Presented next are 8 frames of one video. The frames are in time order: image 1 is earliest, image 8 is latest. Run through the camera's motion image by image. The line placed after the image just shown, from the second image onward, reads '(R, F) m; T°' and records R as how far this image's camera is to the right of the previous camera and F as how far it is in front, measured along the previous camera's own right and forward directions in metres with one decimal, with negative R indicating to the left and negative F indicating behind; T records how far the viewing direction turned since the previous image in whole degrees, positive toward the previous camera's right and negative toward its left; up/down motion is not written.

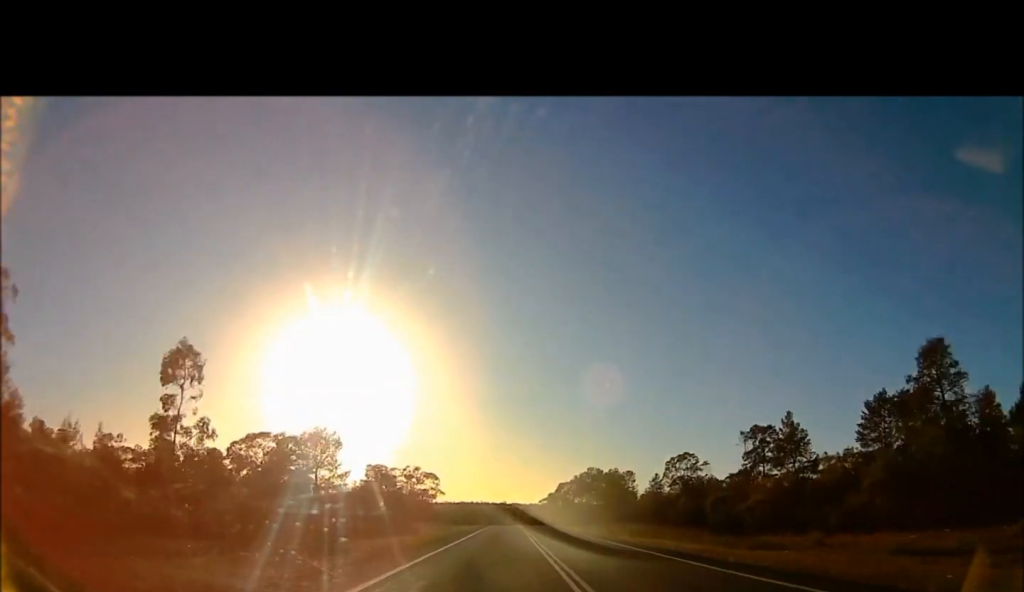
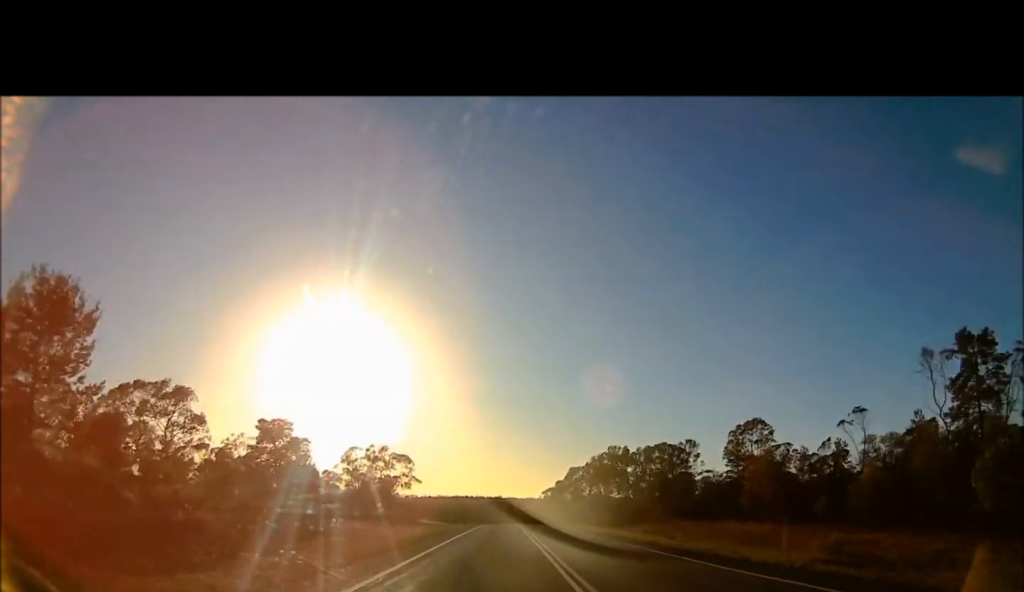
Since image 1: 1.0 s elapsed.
(0.0, +35.8) m; 0°
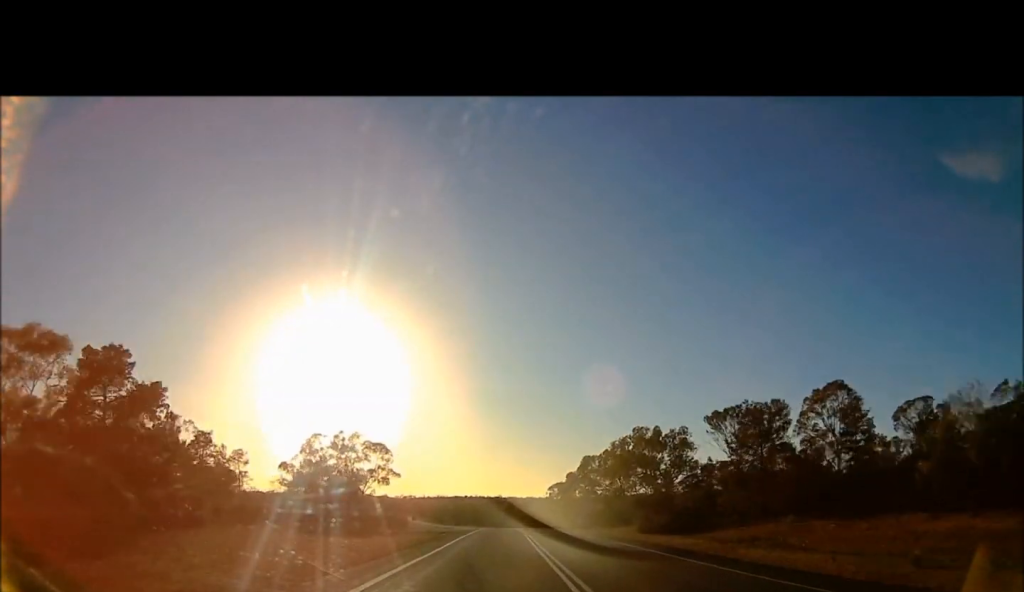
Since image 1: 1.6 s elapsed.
(0.0, +21.9) m; 0°
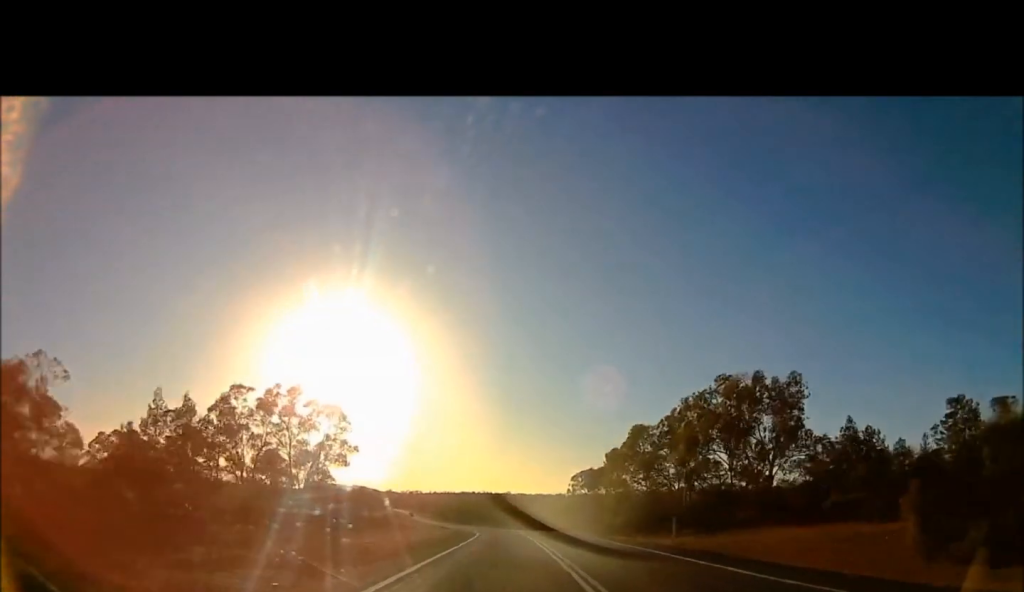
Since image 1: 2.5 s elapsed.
(0.0, +30.3) m; 0°
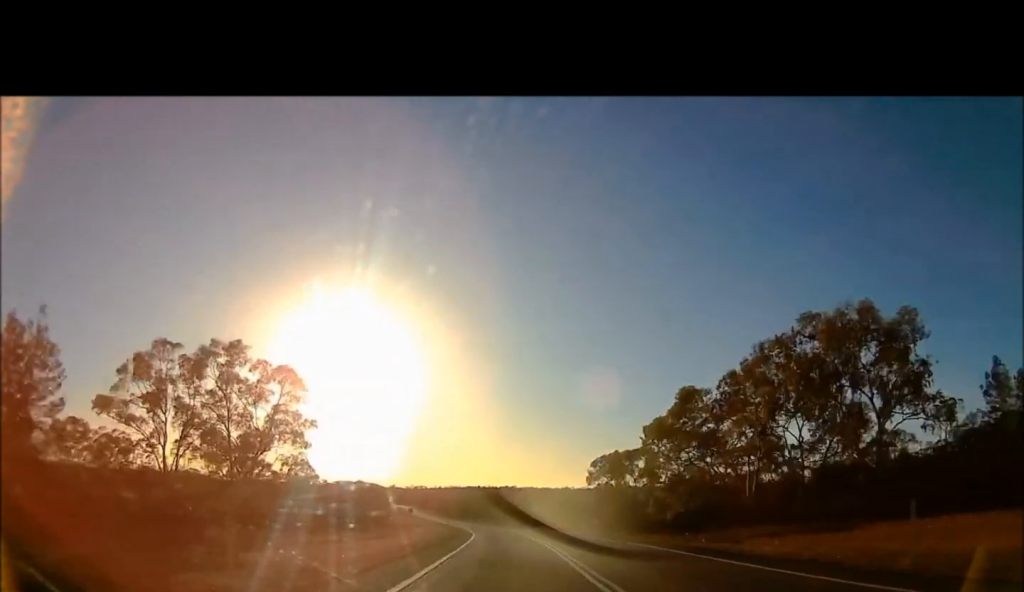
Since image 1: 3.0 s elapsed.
(0.0, +15.4) m; 0°
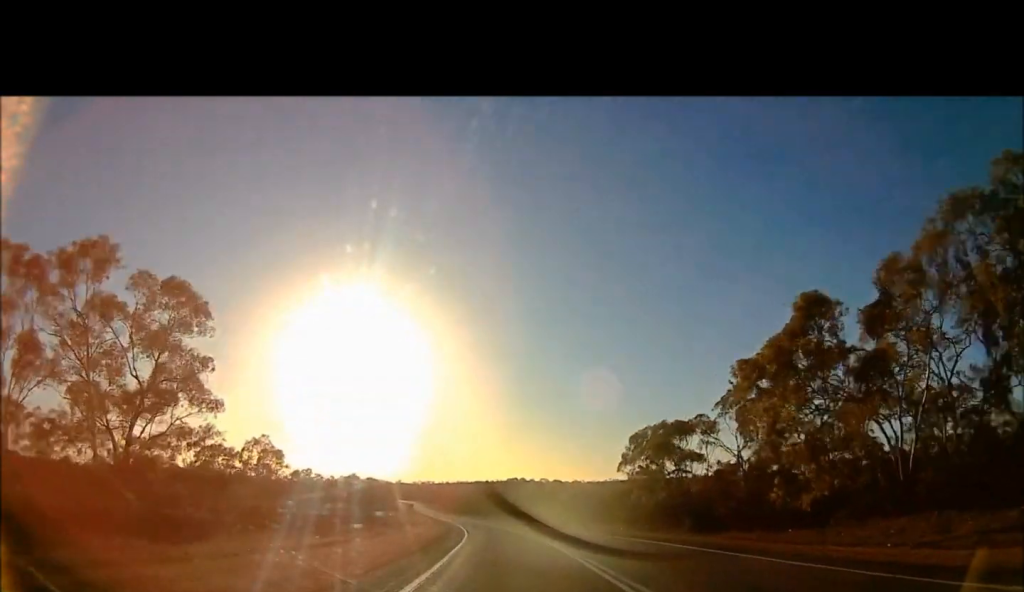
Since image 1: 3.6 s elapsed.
(0.0, +18.6) m; 0°
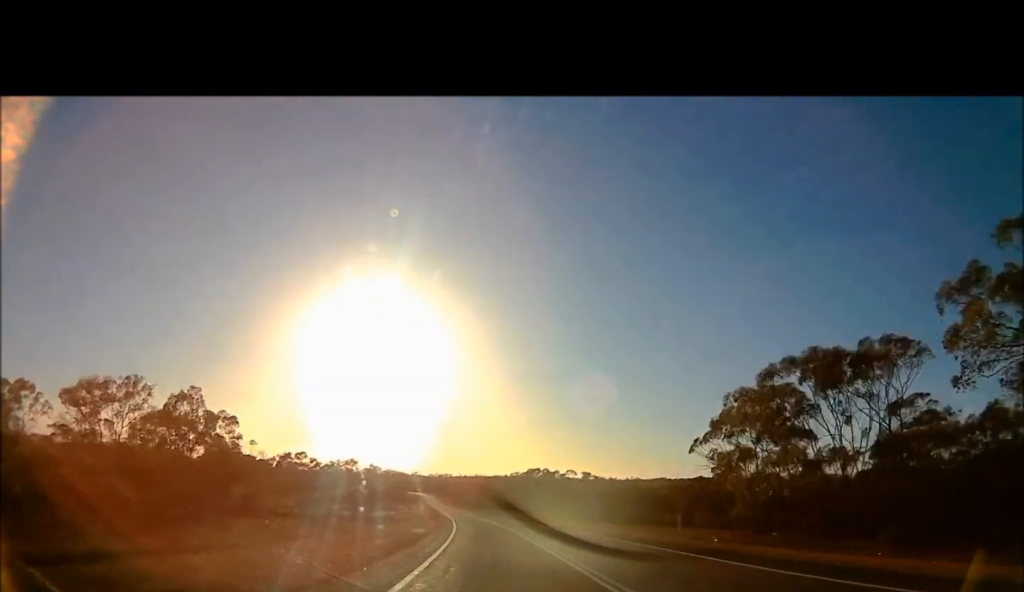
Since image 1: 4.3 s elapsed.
(+0.1, +24.0) m; -1°
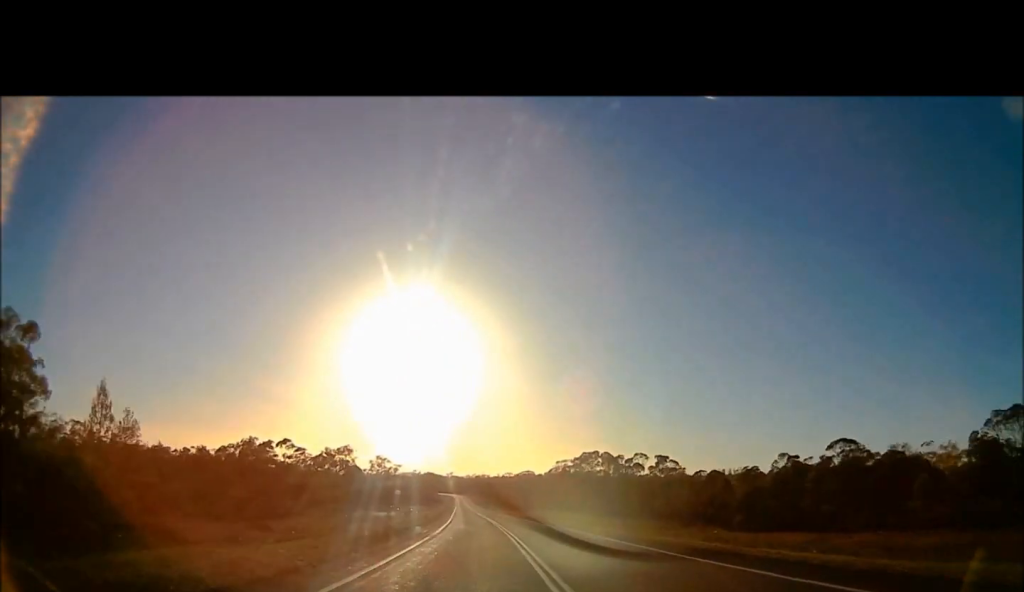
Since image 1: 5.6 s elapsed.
(-0.8, +41.8) m; -2°
